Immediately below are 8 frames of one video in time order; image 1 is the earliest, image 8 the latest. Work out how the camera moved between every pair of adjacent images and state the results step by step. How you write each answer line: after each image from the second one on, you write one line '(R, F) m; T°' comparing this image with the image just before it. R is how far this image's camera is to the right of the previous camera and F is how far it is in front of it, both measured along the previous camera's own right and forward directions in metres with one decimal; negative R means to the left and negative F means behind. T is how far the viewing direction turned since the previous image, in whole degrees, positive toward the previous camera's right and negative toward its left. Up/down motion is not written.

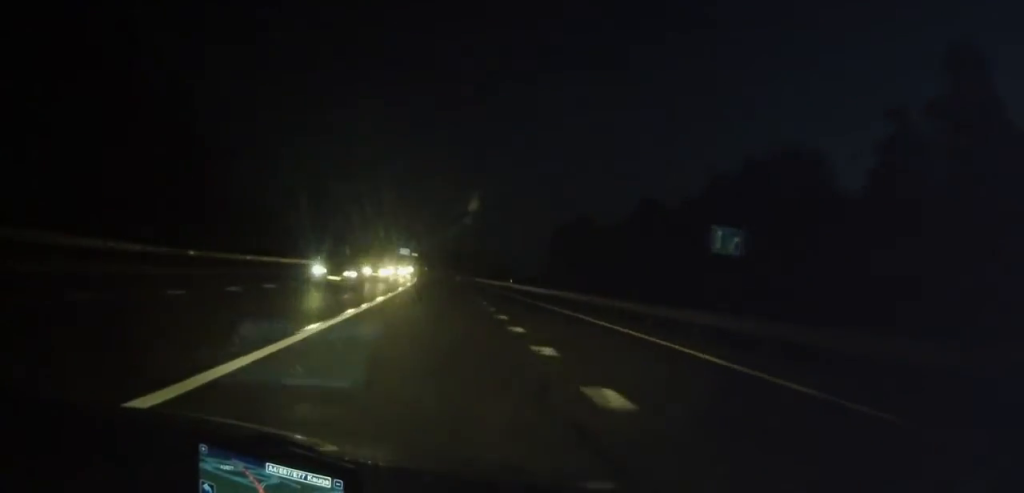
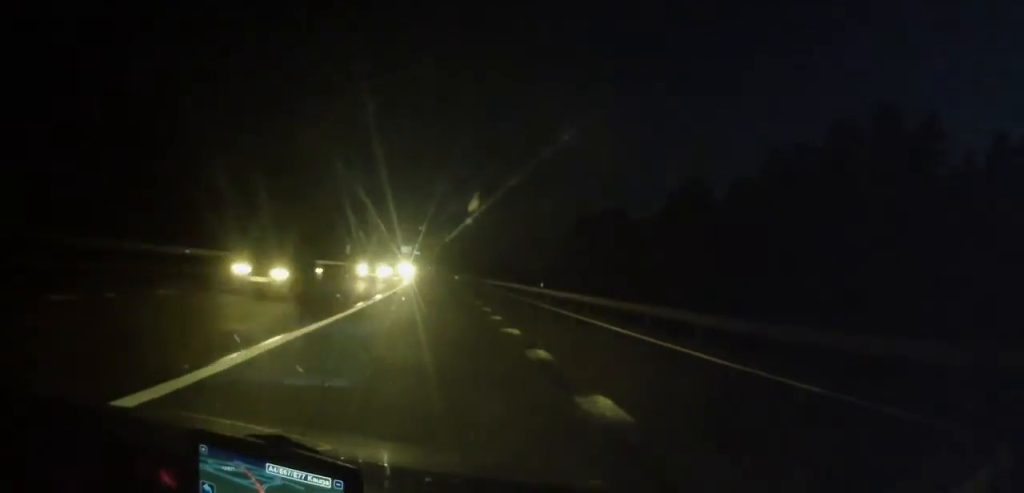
(0.0, +16.3) m; 0°
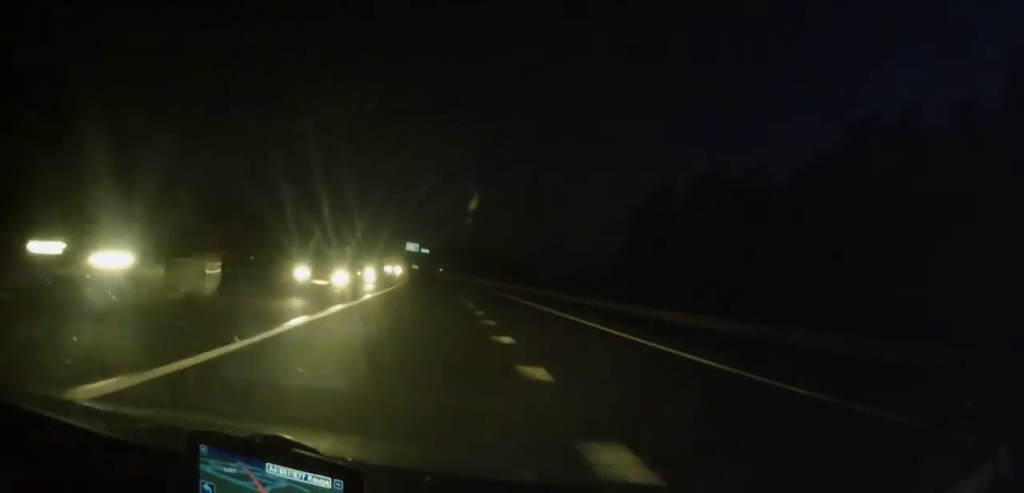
(-0.1, +37.5) m; -1°
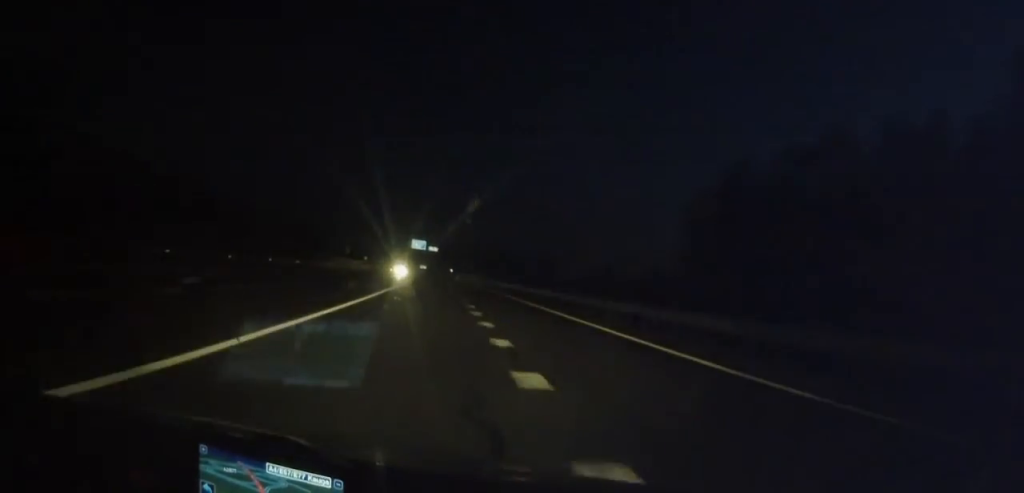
(-0.3, +20.3) m; -1°
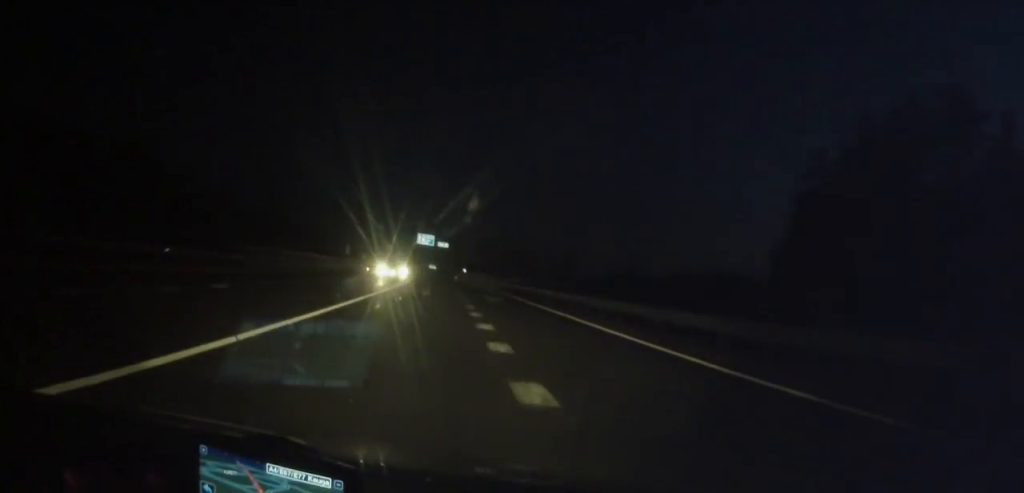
(-0.2, +24.5) m; -1°
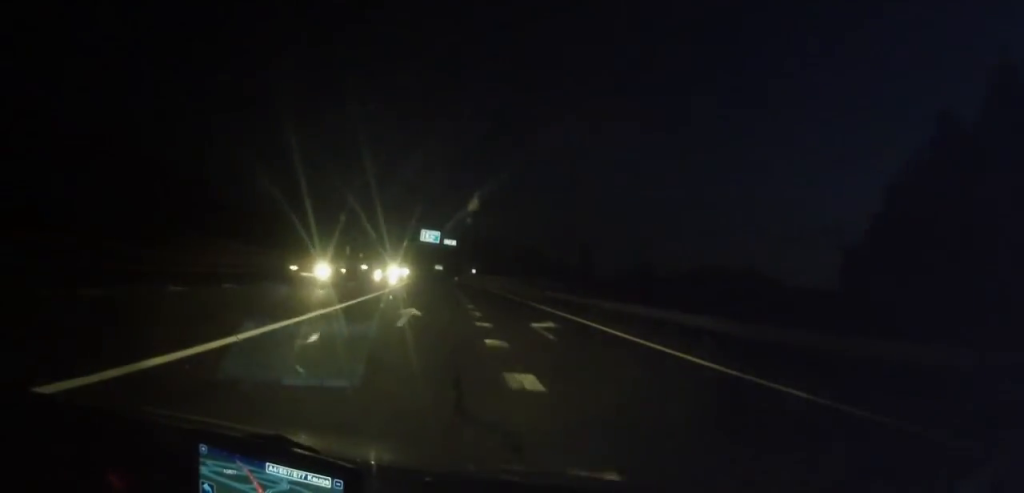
(-0.1, +15.2) m; 0°
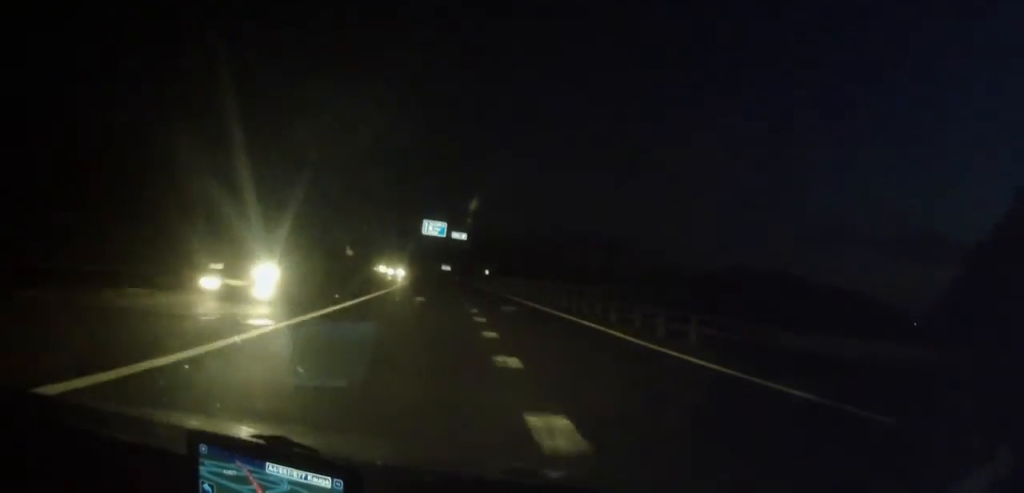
(-0.1, +21.9) m; -1°
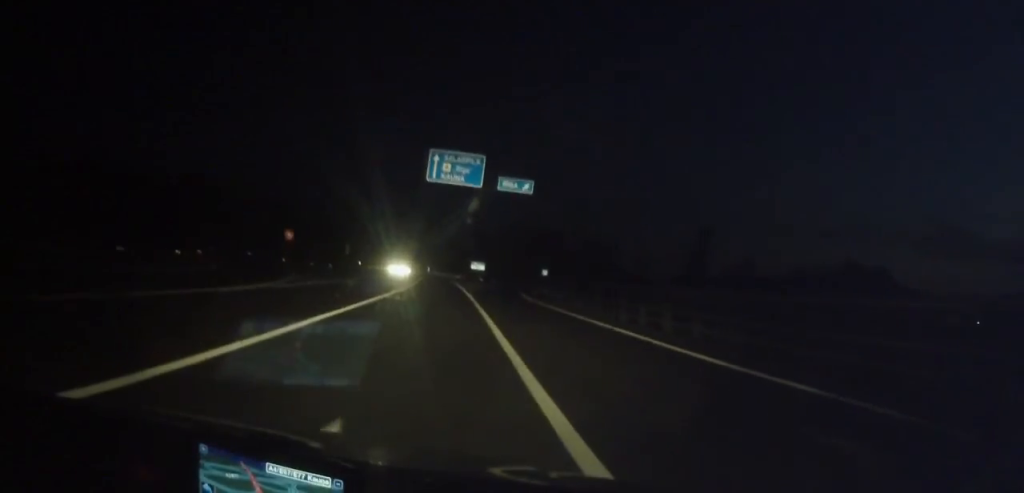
(-1.2, +52.0) m; -3°
